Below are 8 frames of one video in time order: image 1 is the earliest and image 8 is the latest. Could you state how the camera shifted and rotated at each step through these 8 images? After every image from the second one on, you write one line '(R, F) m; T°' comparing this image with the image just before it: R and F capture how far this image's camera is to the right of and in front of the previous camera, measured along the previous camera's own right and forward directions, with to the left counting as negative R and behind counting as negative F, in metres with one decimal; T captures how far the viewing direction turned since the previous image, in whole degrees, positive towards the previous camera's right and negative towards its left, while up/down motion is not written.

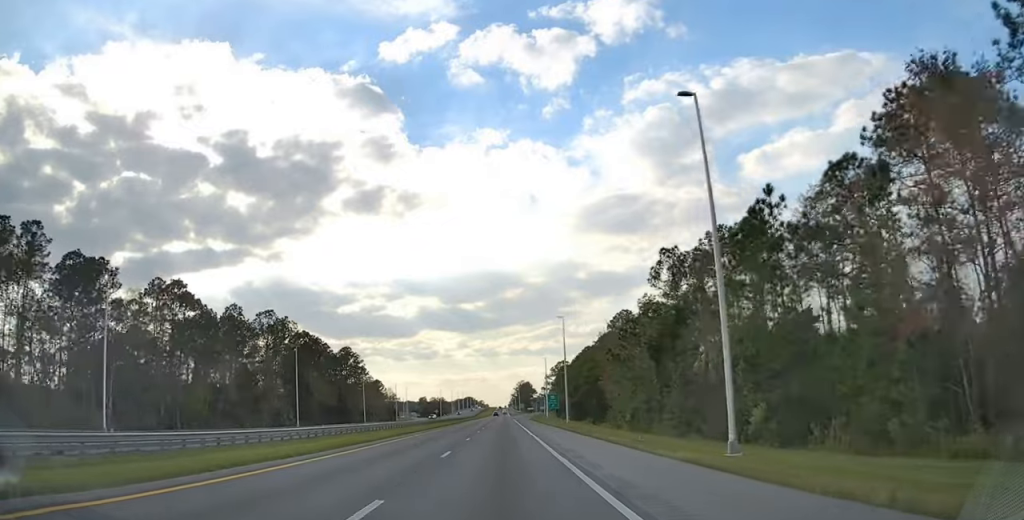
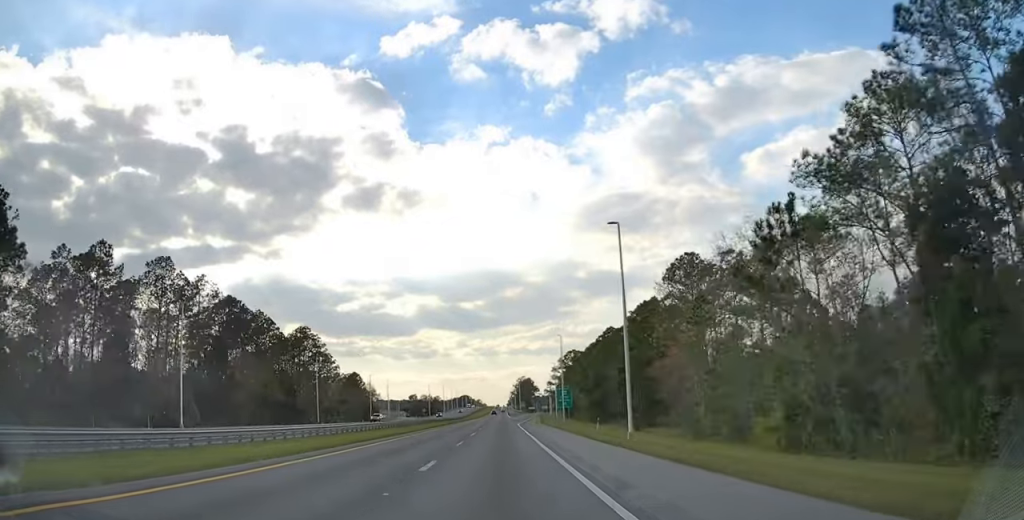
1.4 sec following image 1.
(+0.2, +42.8) m; 0°
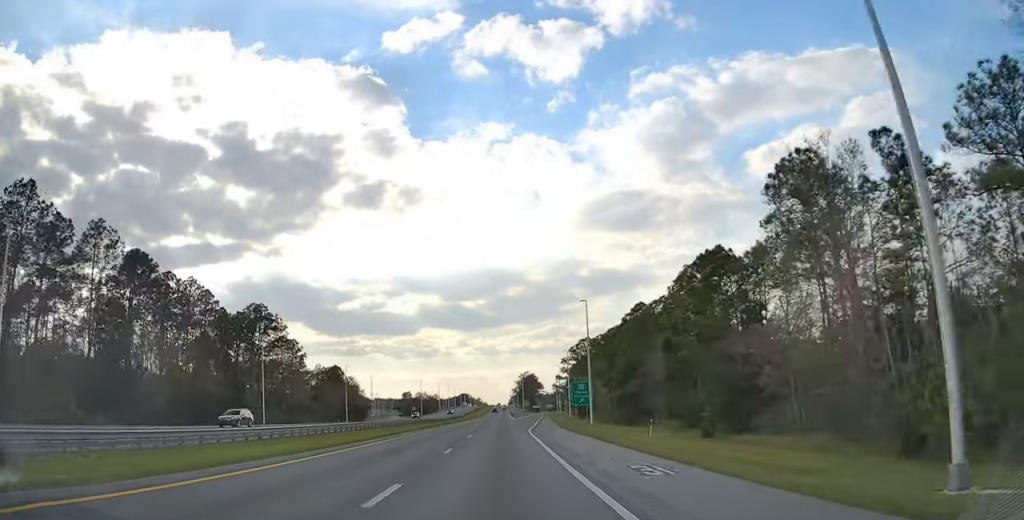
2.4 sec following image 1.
(0.0, +31.4) m; 0°
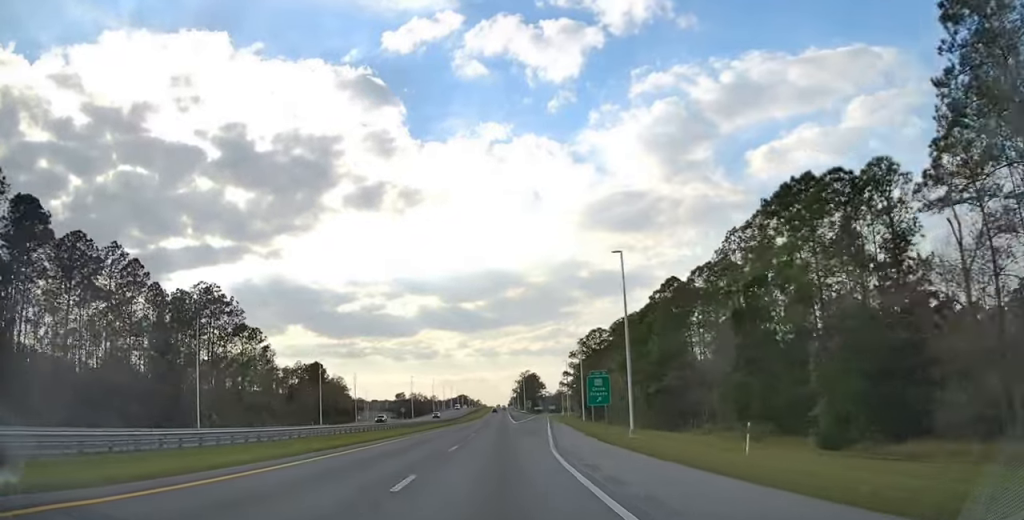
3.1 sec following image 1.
(0.0, +23.0) m; 0°
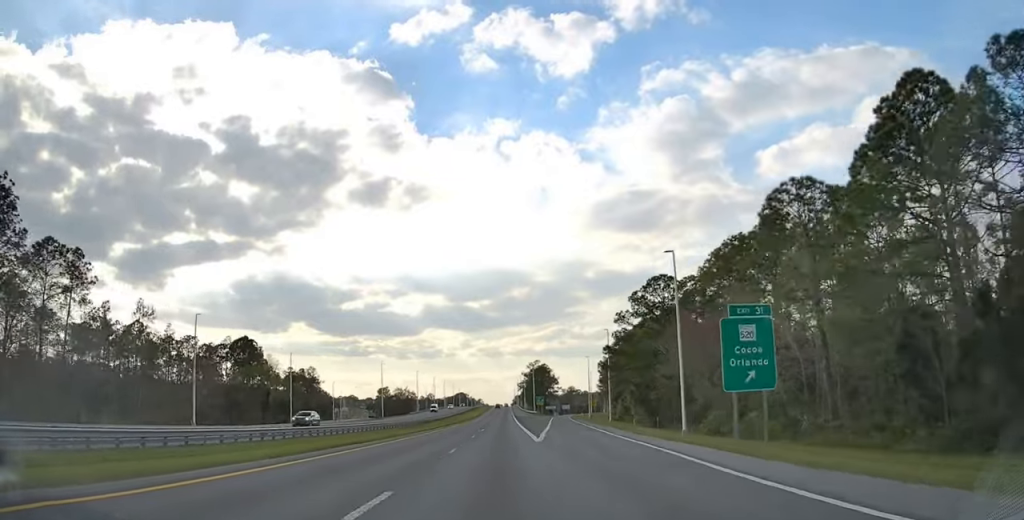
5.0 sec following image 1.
(-0.1, +60.5) m; 0°
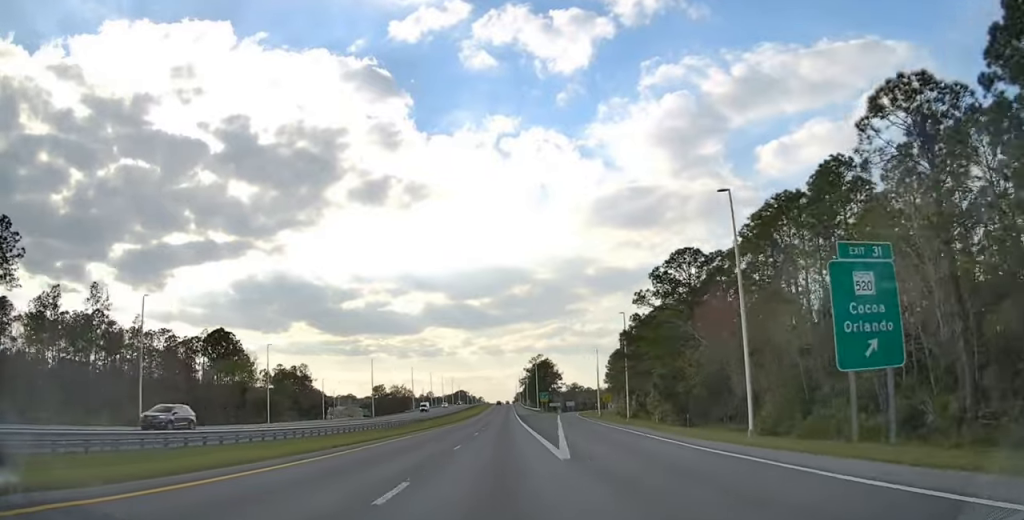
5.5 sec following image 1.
(-0.1, +13.6) m; 0°
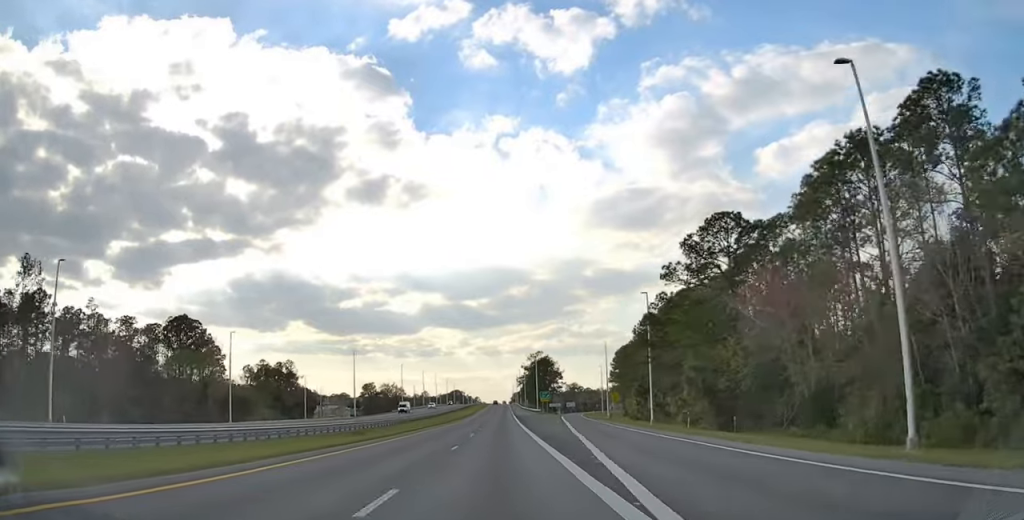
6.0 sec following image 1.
(0.0, +15.7) m; 0°
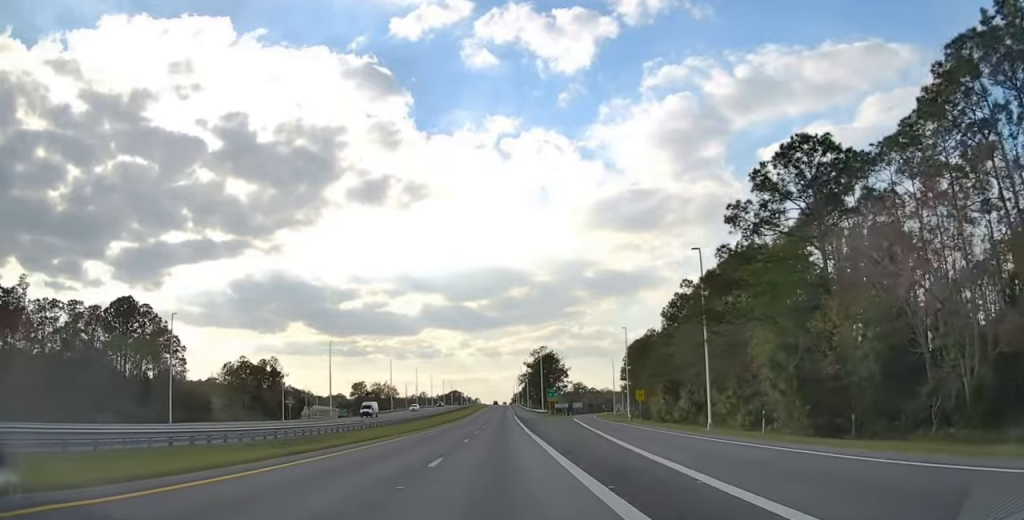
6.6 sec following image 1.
(+0.1, +19.8) m; 0°
